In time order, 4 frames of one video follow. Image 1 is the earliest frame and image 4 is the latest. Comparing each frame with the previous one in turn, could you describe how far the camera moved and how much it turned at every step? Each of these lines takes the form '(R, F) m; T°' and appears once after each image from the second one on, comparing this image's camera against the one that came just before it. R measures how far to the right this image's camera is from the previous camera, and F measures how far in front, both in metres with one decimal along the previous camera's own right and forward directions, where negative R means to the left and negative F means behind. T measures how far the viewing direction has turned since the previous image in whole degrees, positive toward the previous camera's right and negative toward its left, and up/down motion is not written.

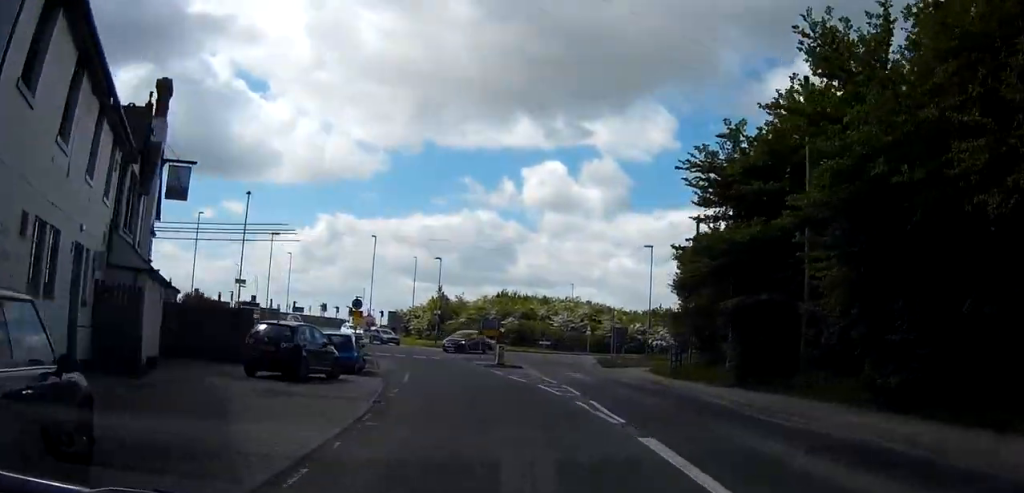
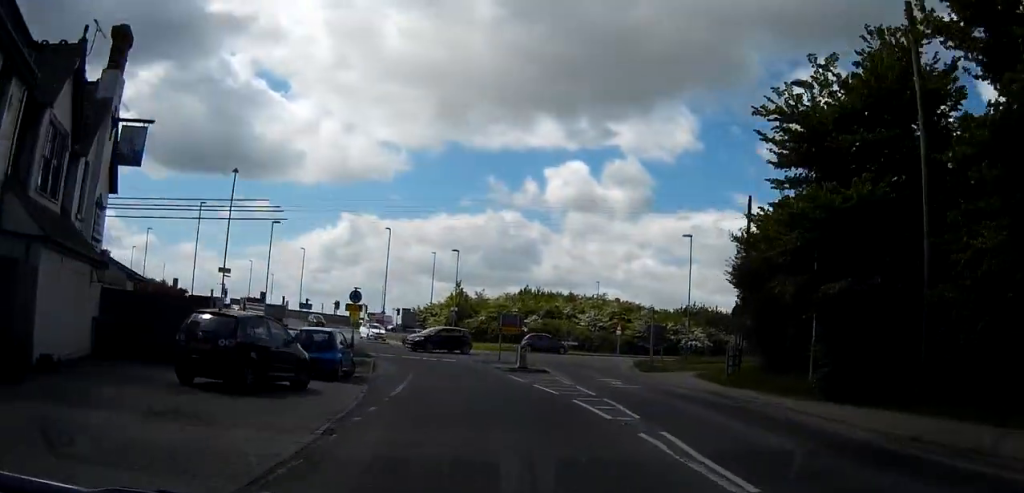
(-0.1, +6.2) m; -2°
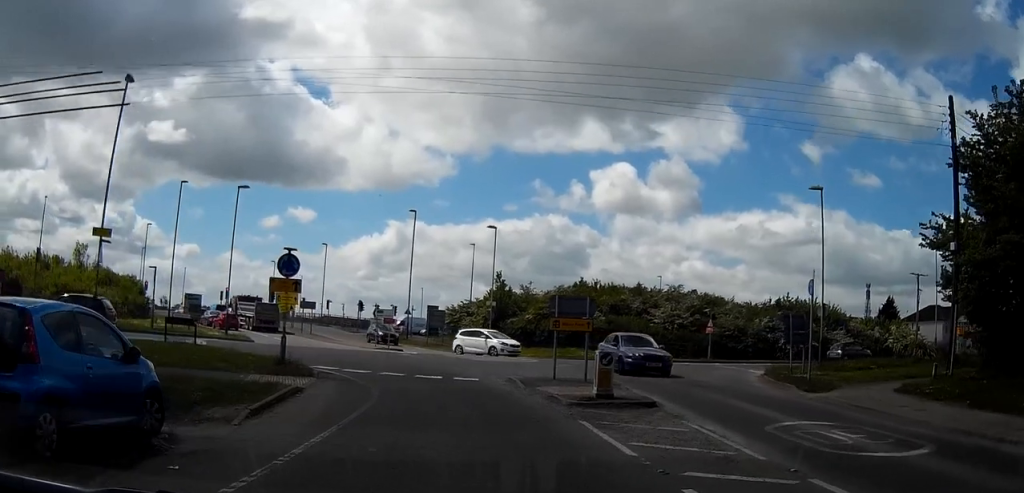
(-1.0, +16.8) m; -7°
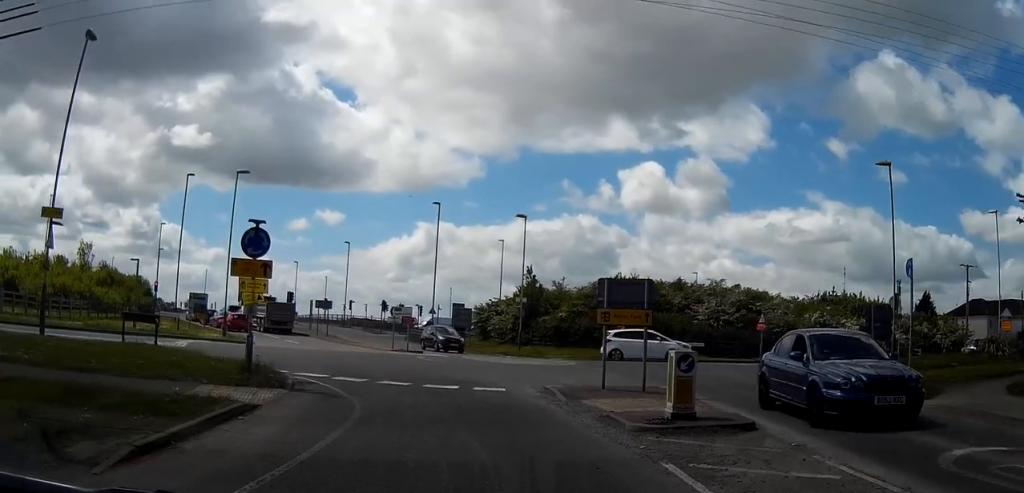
(+0.1, +4.5) m; -1°
